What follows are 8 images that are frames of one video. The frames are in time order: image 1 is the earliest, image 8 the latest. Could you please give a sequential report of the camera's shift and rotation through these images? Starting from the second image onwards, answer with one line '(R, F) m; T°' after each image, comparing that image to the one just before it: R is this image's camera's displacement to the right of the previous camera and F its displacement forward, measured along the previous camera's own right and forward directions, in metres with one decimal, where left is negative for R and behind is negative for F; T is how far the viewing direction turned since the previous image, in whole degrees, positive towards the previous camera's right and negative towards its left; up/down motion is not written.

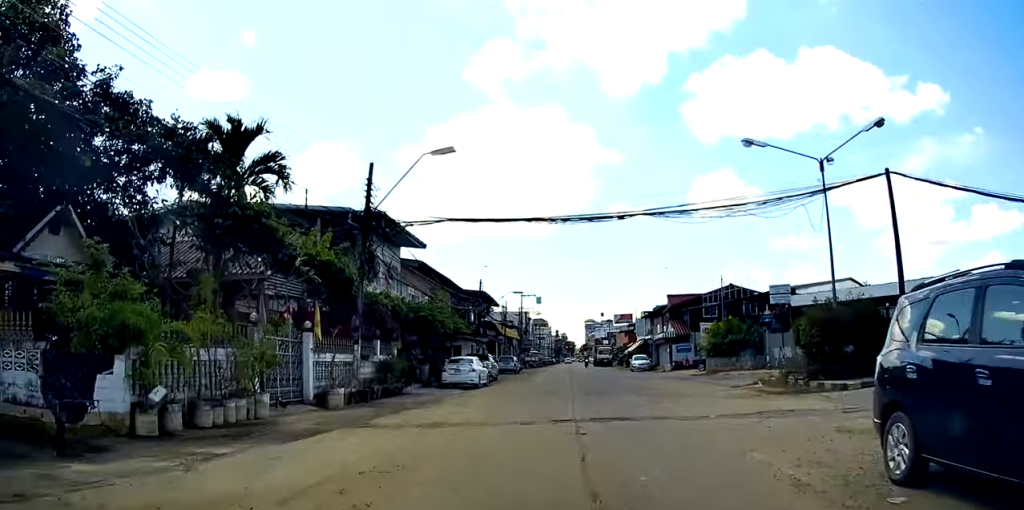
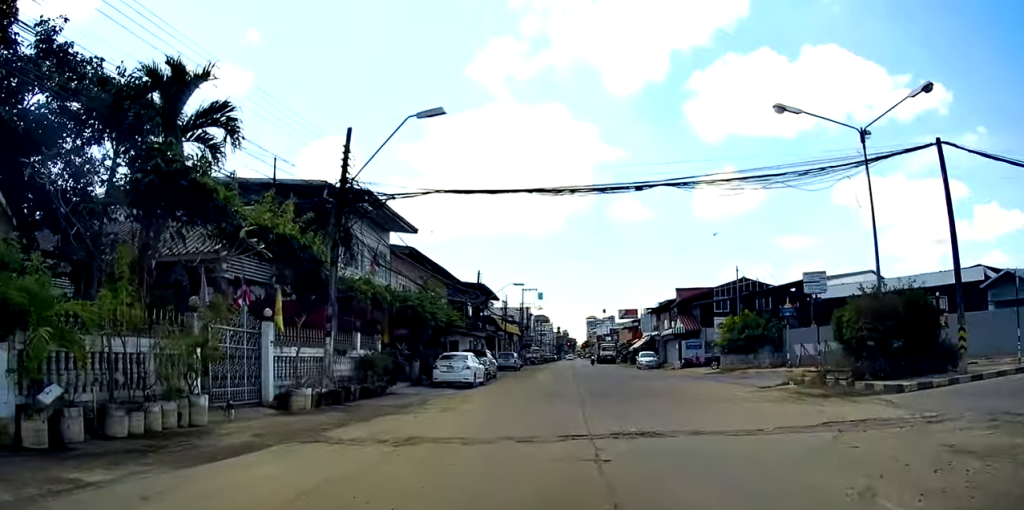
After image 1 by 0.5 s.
(0.0, +3.2) m; 0°
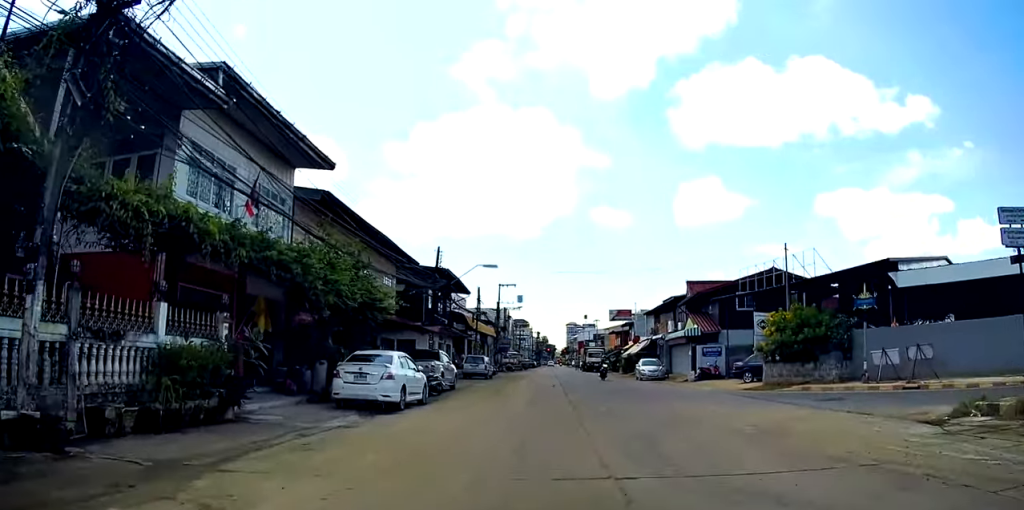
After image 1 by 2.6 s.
(0.0, +12.3) m; +1°
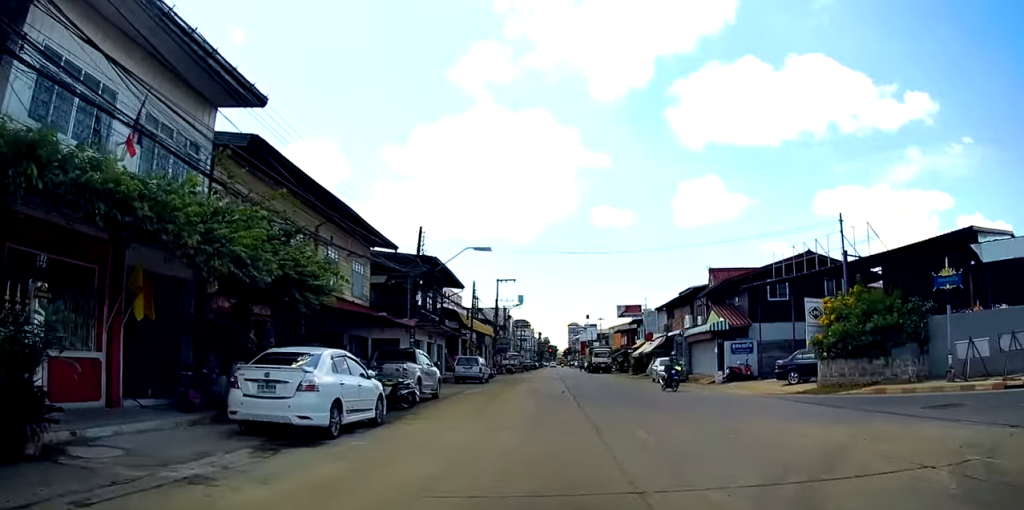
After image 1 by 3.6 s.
(+0.1, +6.7) m; +1°
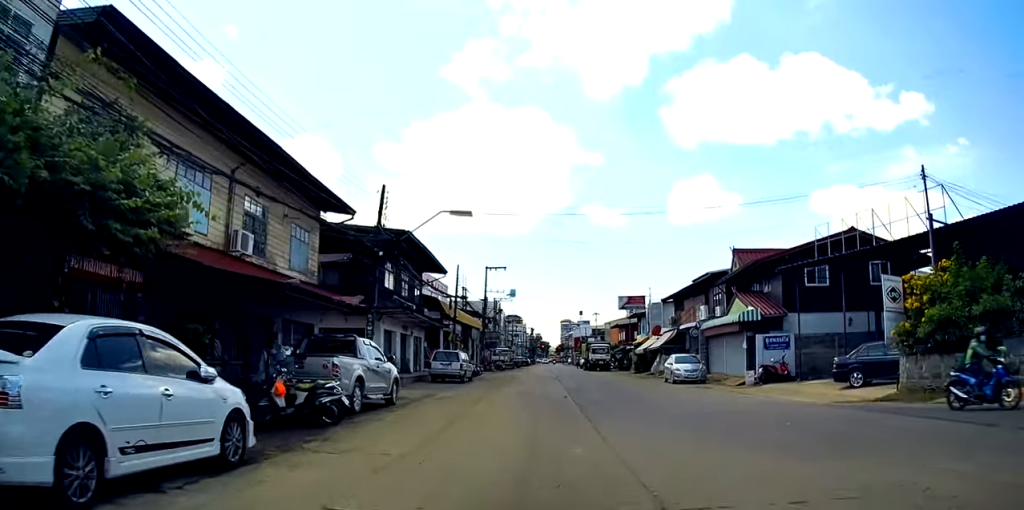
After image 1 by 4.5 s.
(+0.1, +7.0) m; 0°
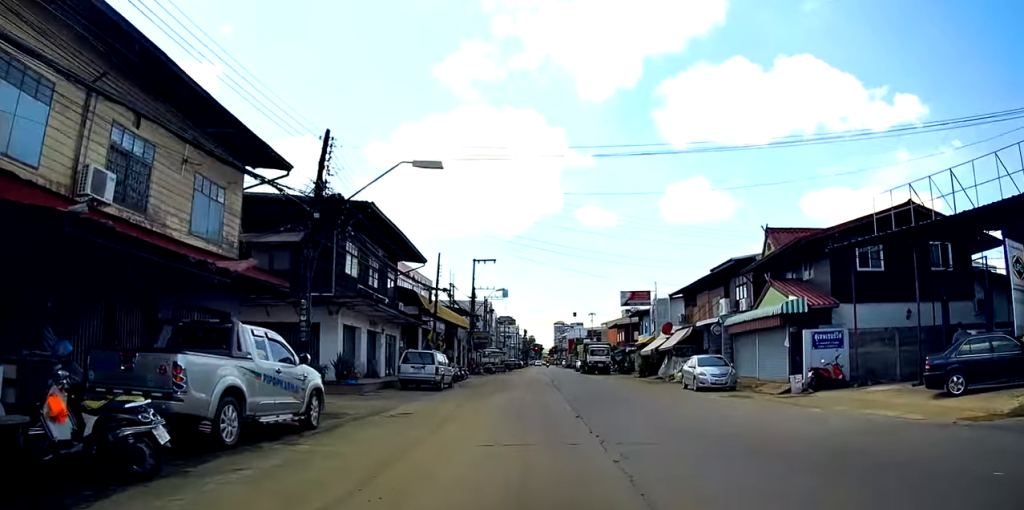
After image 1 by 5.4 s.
(0.0, +6.6) m; -1°
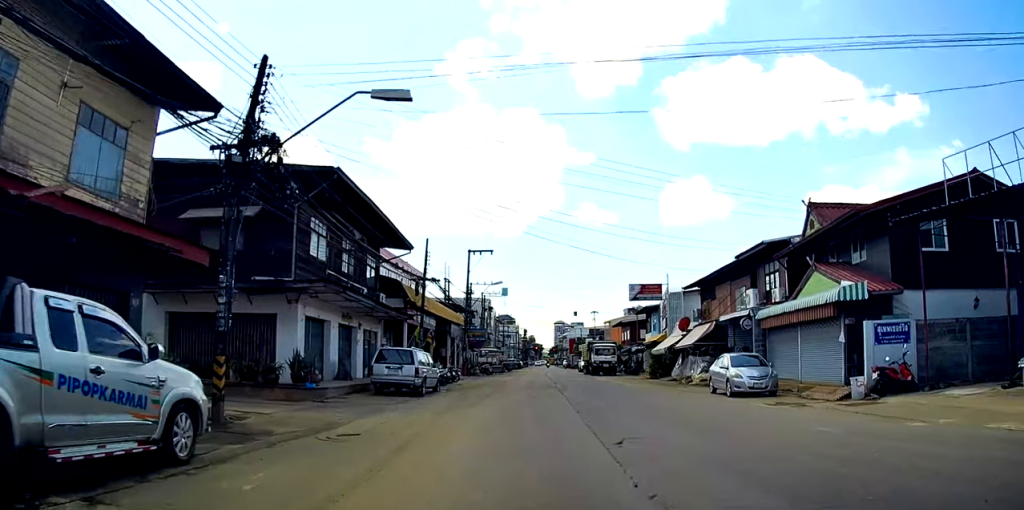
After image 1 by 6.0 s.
(-0.2, +4.9) m; 0°
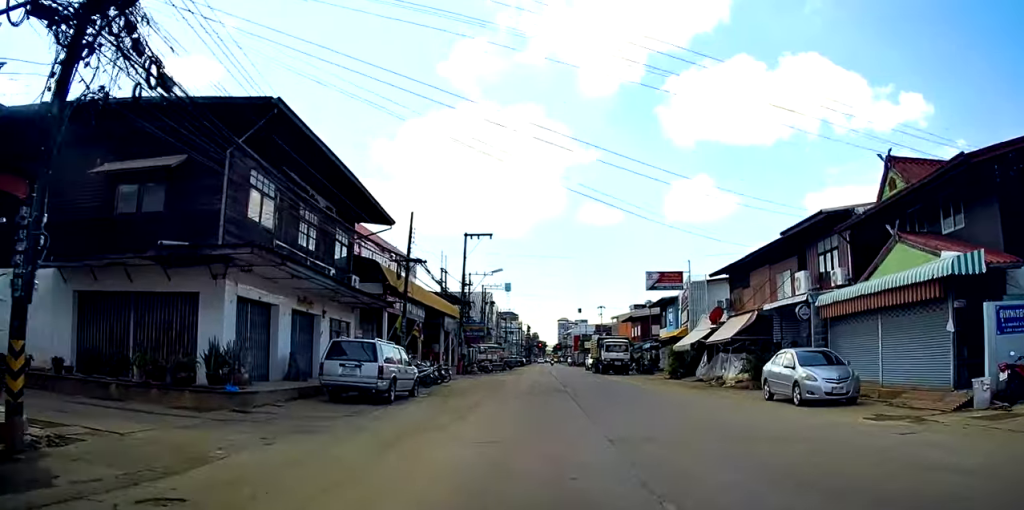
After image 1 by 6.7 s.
(+0.1, +6.0) m; 0°
